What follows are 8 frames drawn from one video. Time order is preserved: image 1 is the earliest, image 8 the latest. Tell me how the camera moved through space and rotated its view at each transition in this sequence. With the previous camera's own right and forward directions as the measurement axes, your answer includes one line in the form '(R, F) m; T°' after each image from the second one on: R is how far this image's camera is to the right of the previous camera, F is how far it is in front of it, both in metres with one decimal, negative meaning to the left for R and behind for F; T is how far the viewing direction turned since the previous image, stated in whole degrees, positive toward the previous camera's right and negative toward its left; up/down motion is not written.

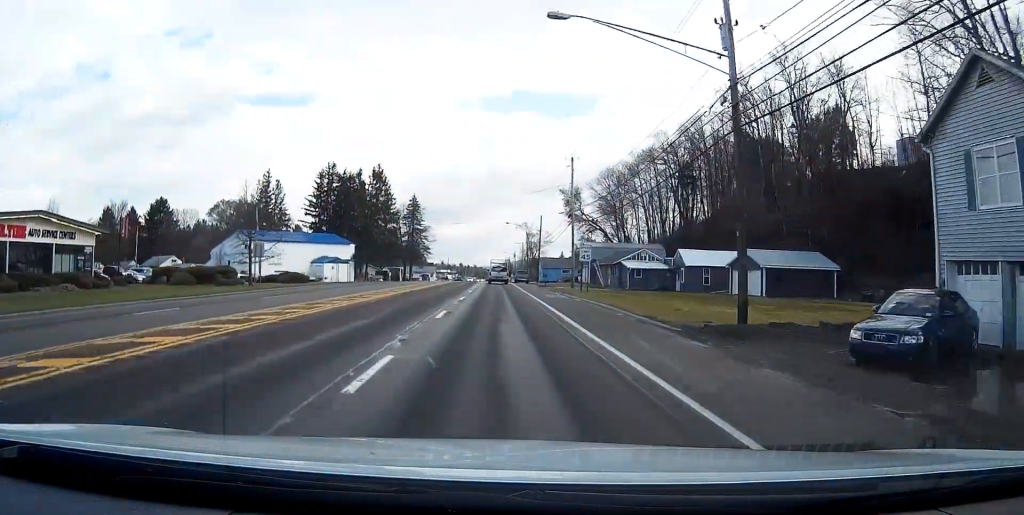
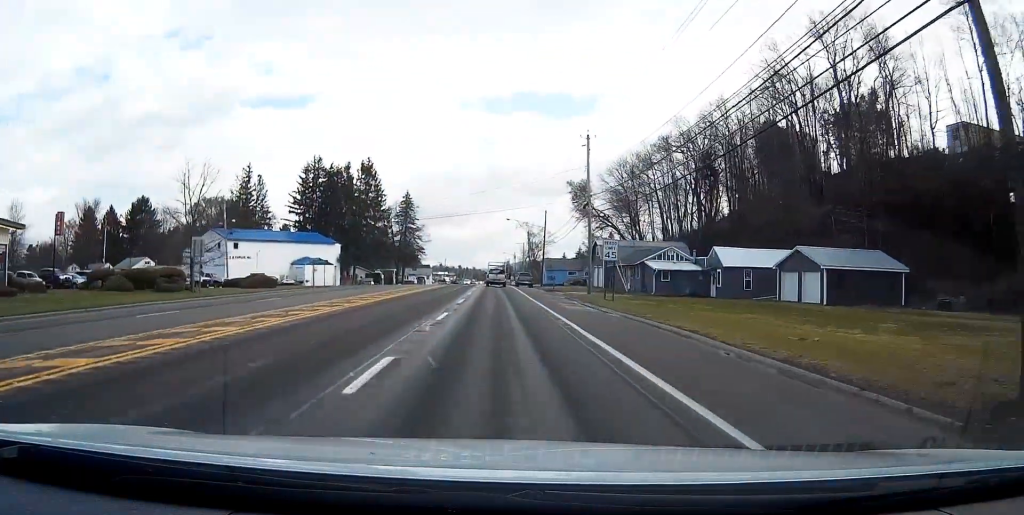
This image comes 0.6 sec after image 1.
(+0.1, +12.0) m; 0°
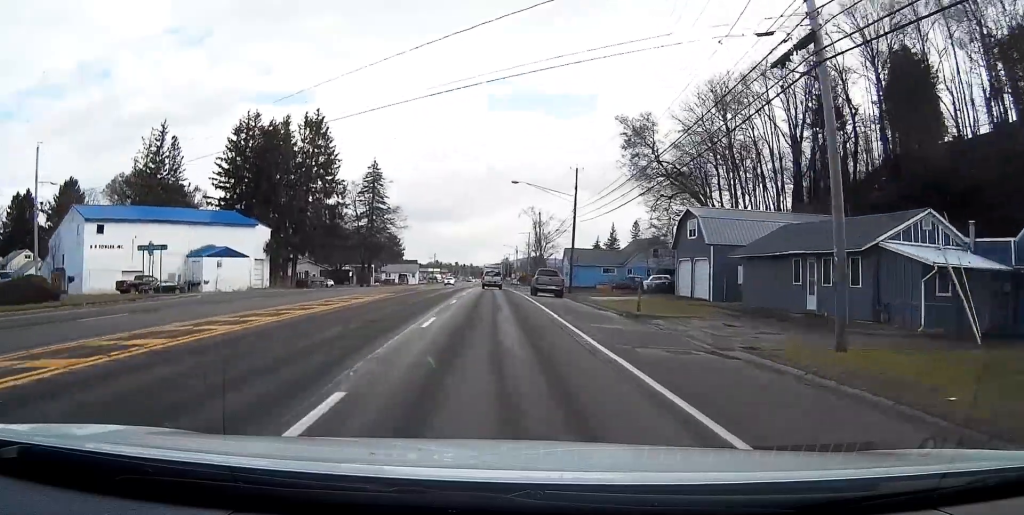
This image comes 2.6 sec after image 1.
(-0.7, +39.8) m; -1°
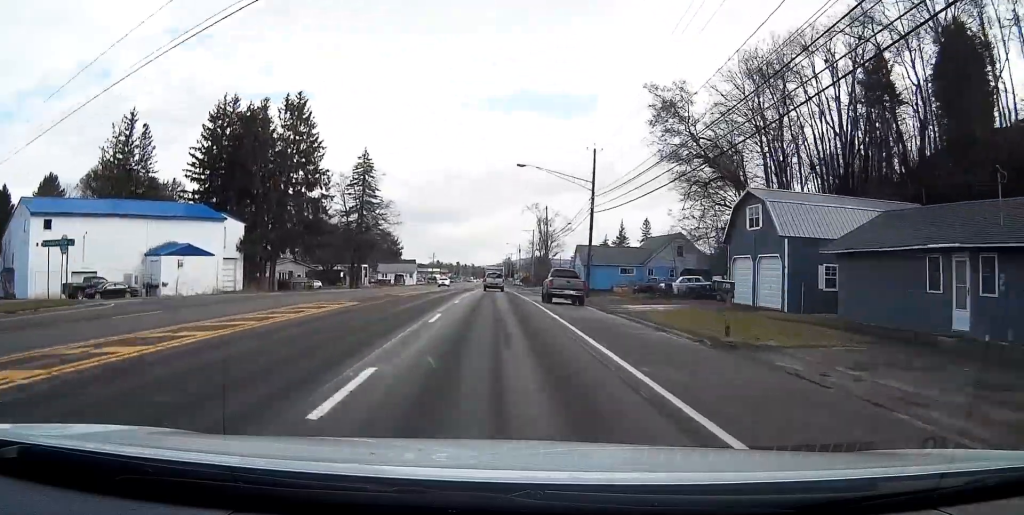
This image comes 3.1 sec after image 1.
(+0.1, +10.2) m; 0°
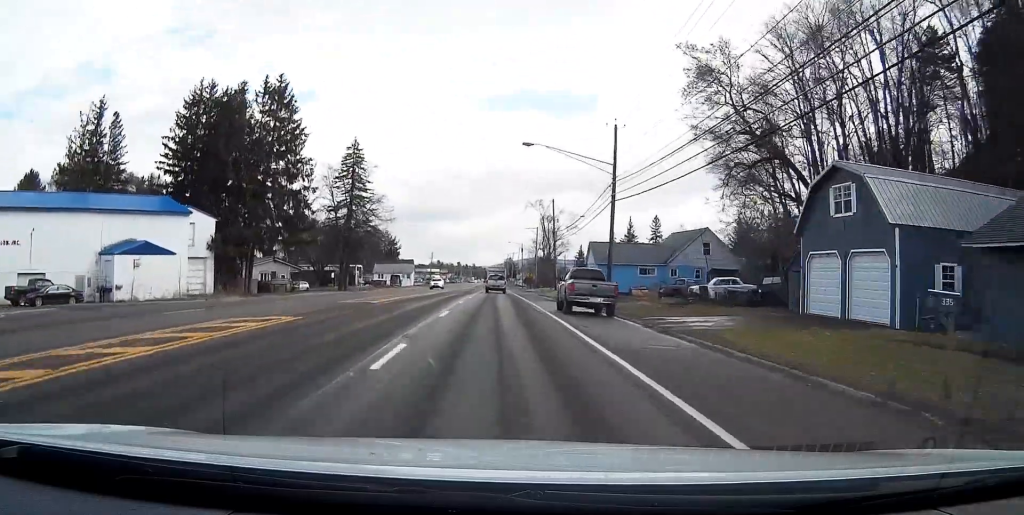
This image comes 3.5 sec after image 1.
(0.0, +8.8) m; 0°
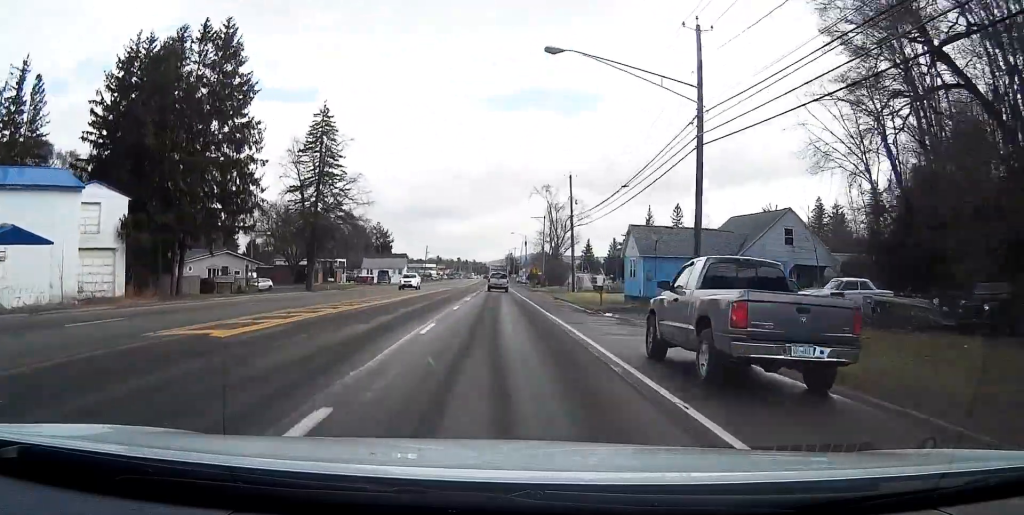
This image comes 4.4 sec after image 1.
(0.0, +18.4) m; 0°
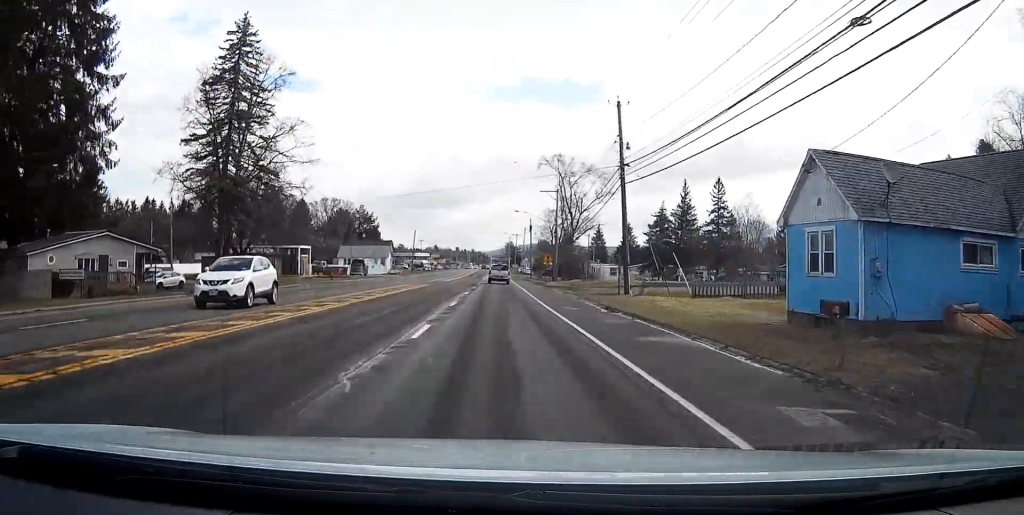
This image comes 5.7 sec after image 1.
(-0.1, +26.6) m; 0°
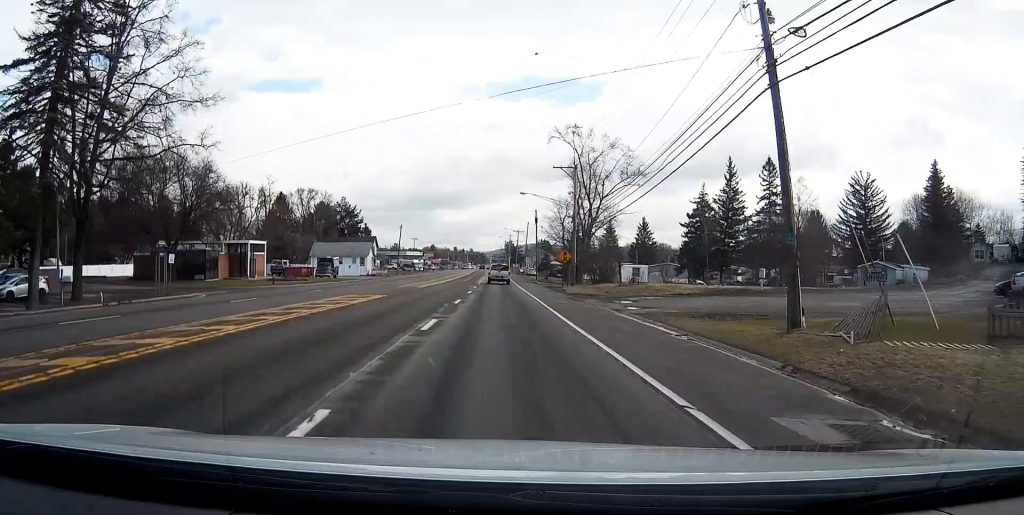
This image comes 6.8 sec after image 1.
(+0.1, +22.5) m; 0°
